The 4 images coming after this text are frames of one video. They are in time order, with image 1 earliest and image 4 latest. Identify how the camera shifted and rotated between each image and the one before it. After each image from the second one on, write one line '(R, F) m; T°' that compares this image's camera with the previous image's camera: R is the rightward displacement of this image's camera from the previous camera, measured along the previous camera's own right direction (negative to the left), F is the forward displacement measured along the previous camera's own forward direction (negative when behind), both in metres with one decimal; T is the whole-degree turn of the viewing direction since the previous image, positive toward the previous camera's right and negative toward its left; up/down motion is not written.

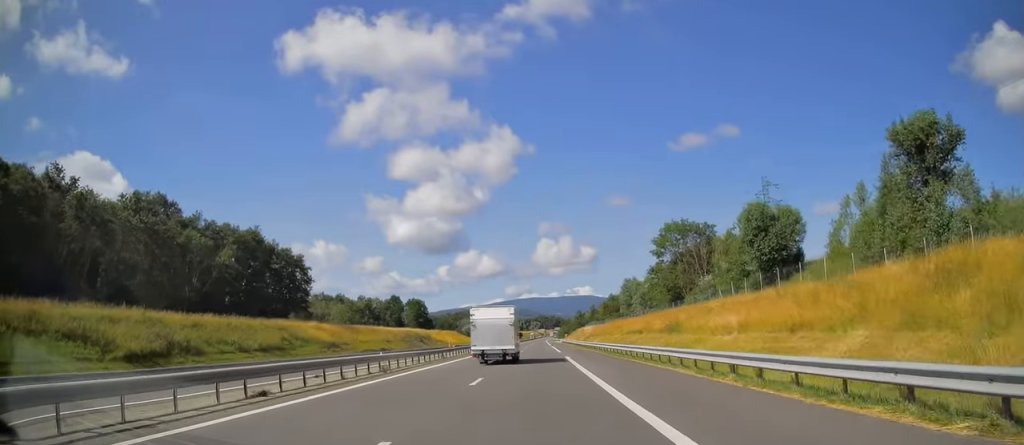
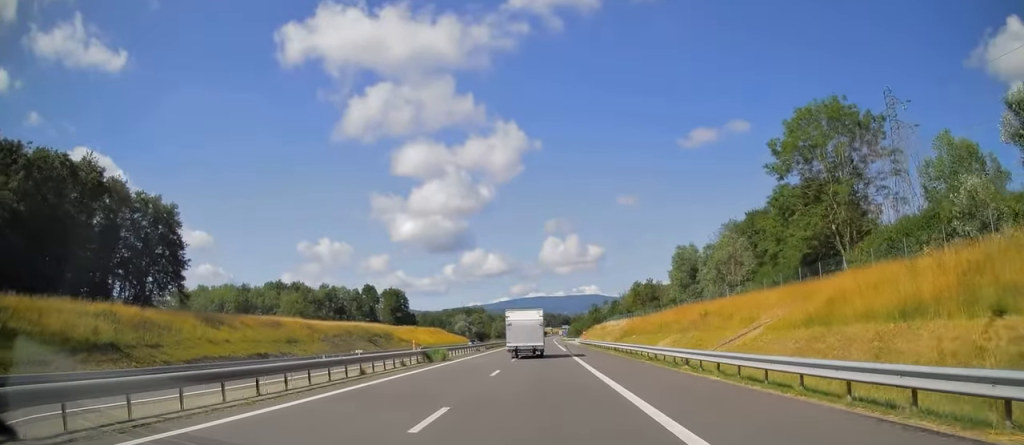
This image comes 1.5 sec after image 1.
(-0.1, +47.8) m; 0°
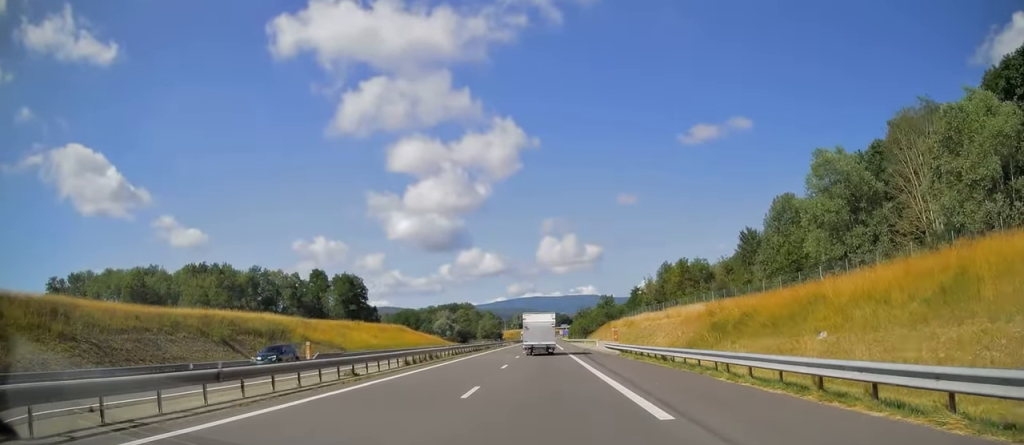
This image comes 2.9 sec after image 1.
(-0.1, +46.9) m; 0°
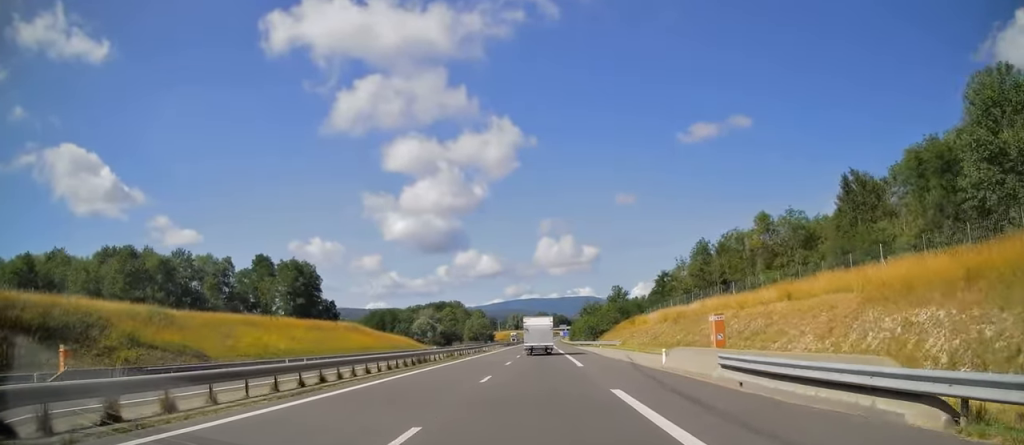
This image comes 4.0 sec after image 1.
(+0.2, +33.4) m; 0°
